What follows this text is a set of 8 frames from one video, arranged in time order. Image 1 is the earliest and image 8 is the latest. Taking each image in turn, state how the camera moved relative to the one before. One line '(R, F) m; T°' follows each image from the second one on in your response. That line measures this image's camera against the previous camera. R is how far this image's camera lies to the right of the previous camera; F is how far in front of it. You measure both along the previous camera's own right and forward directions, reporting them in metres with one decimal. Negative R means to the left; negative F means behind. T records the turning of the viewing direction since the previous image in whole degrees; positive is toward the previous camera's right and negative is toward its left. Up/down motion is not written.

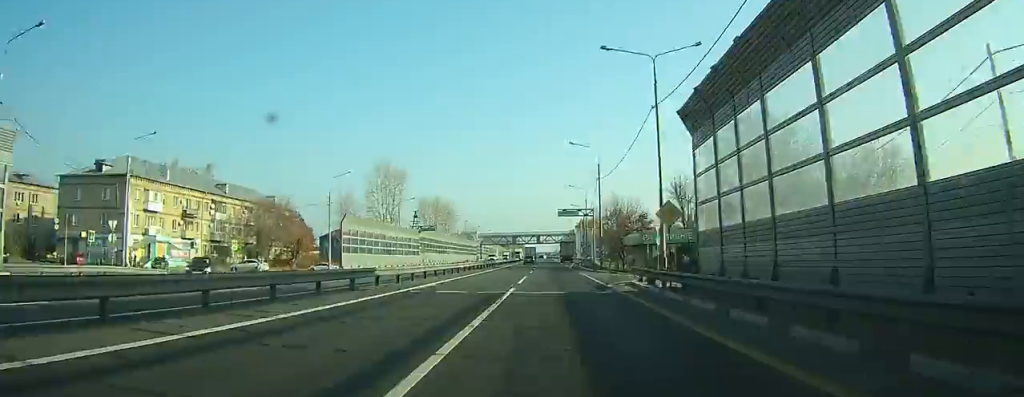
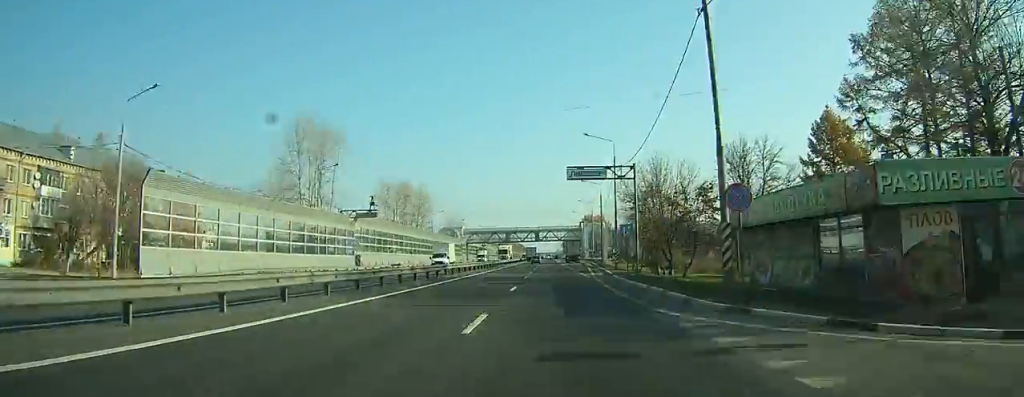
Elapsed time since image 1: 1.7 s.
(0.0, +33.5) m; 0°
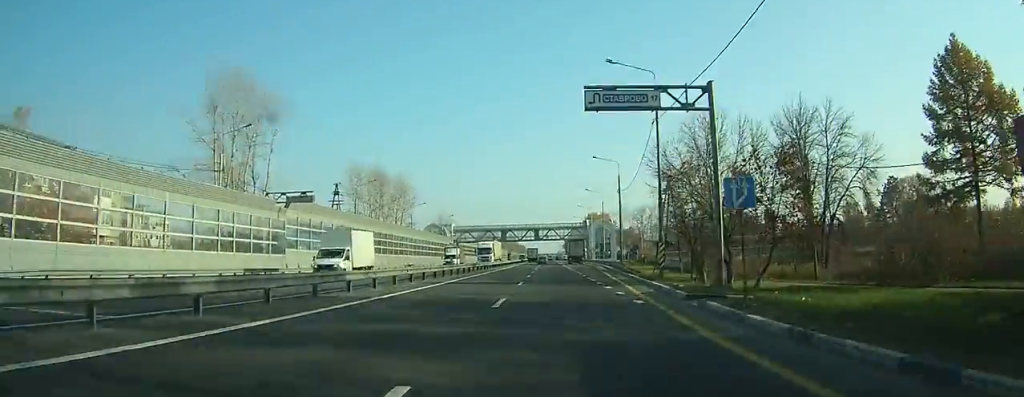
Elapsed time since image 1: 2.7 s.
(+0.1, +18.0) m; 0°
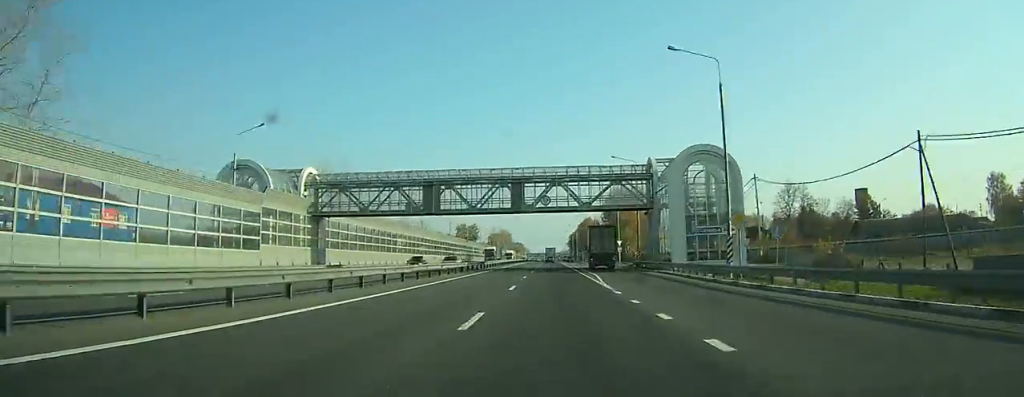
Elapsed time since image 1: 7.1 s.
(-0.3, +89.3) m; 0°
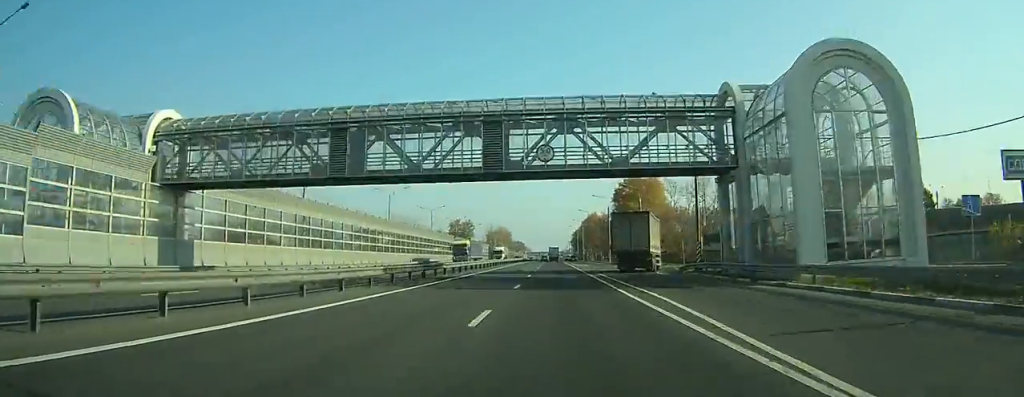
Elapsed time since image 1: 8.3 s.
(0.0, +25.6) m; 0°
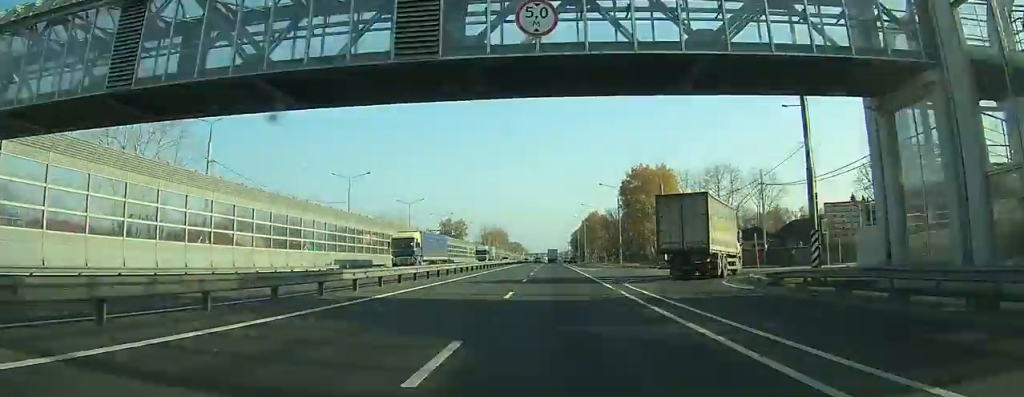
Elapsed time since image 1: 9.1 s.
(0.0, +18.5) m; 0°
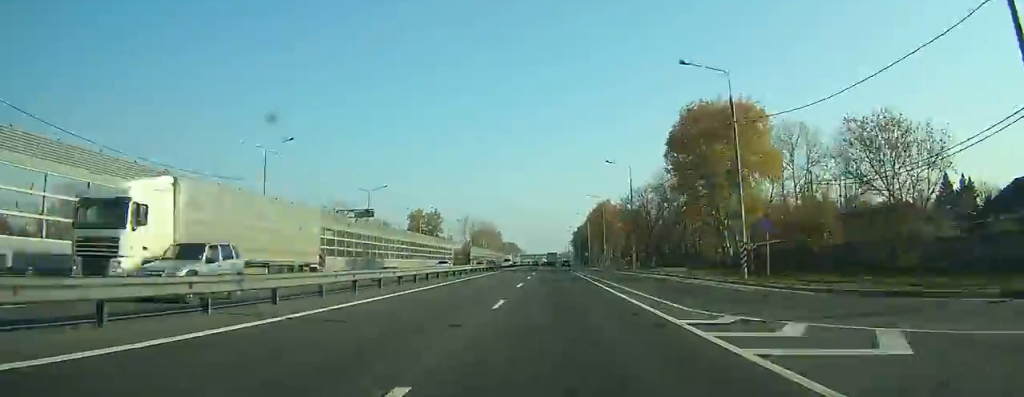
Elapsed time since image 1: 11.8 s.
(0.0, +54.6) m; 0°
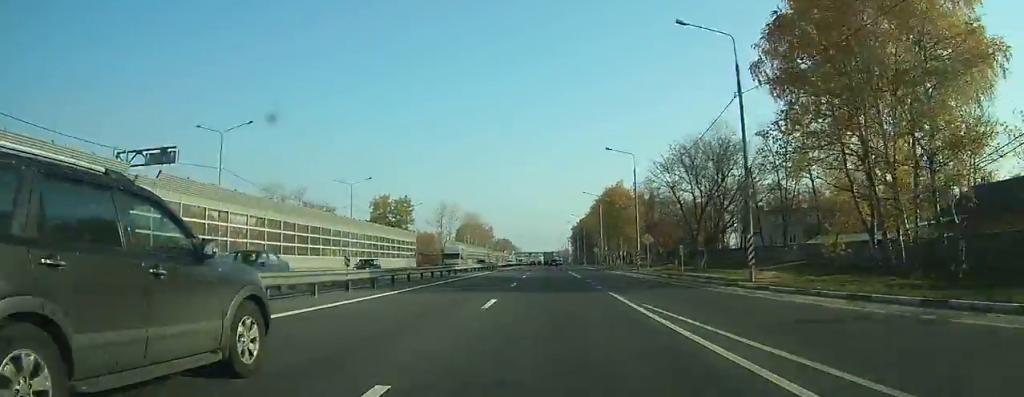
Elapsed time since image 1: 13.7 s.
(+0.1, +34.0) m; 0°
